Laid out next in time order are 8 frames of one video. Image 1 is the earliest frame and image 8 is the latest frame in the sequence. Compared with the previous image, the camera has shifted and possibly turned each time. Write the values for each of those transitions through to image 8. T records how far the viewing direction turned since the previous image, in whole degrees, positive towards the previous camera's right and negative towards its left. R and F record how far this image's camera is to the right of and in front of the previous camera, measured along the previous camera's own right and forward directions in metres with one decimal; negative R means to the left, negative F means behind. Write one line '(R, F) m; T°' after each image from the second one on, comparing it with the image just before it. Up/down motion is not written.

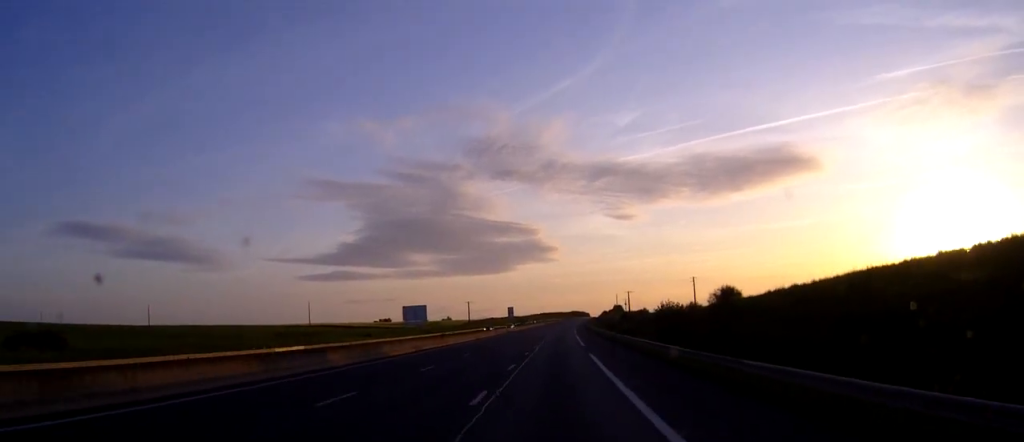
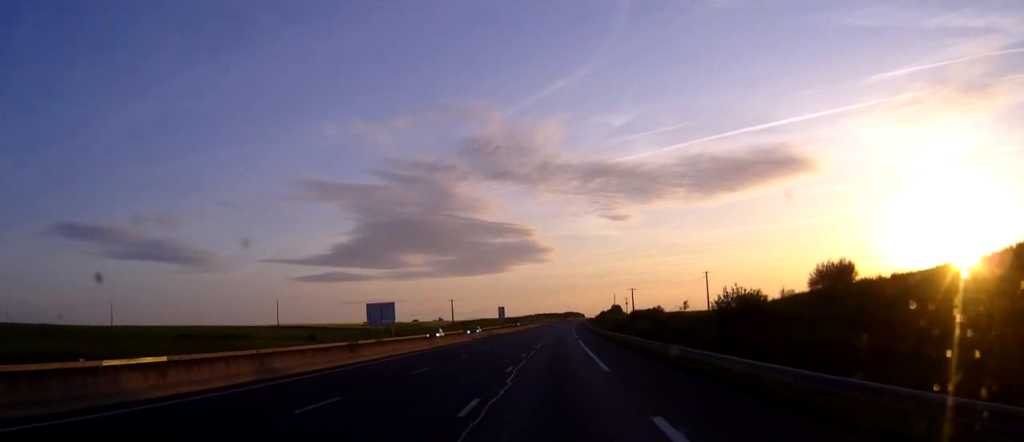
(+0.1, +27.6) m; 0°
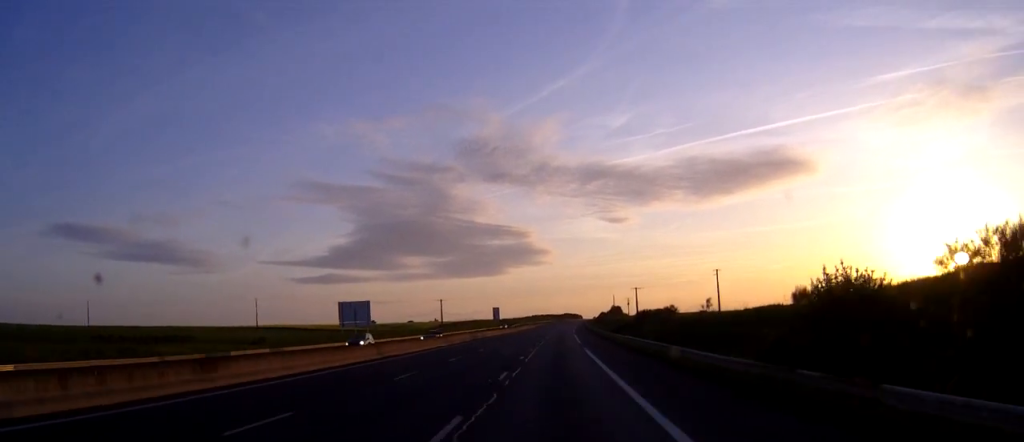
(0.0, +16.5) m; 0°
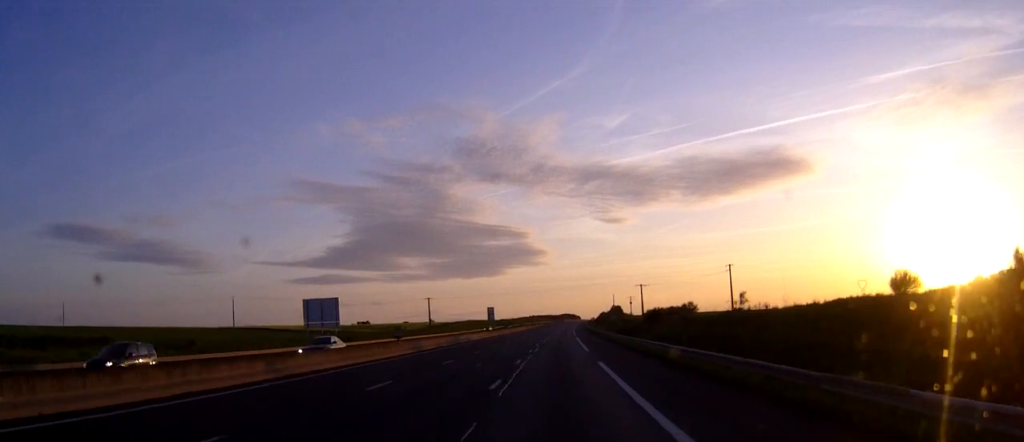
(0.0, +16.6) m; 0°
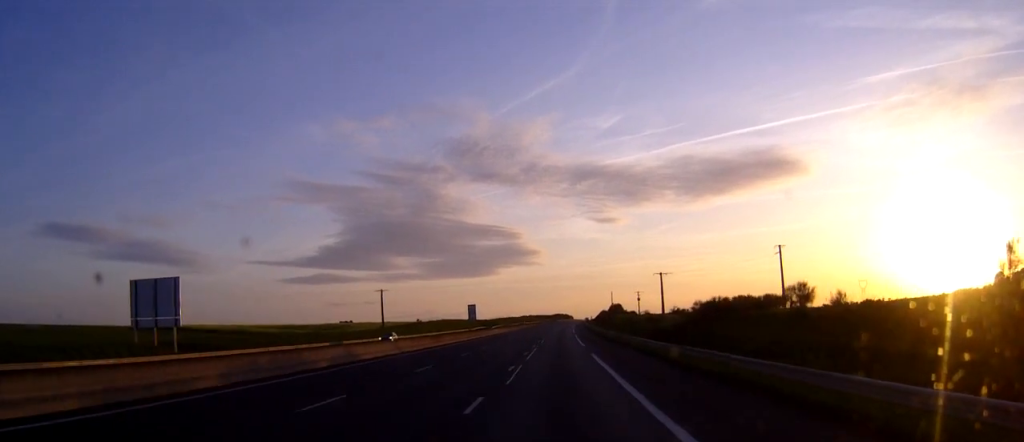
(+0.4, +44.8) m; +1°
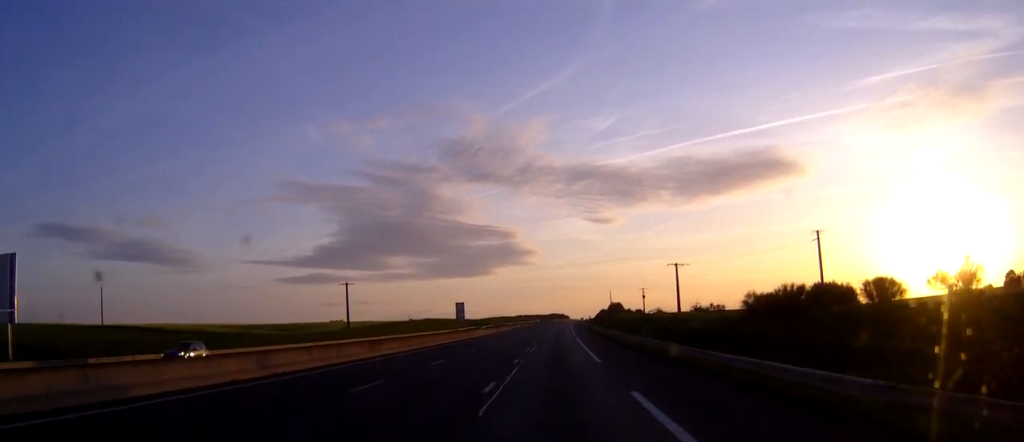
(+0.1, +21.9) m; 0°
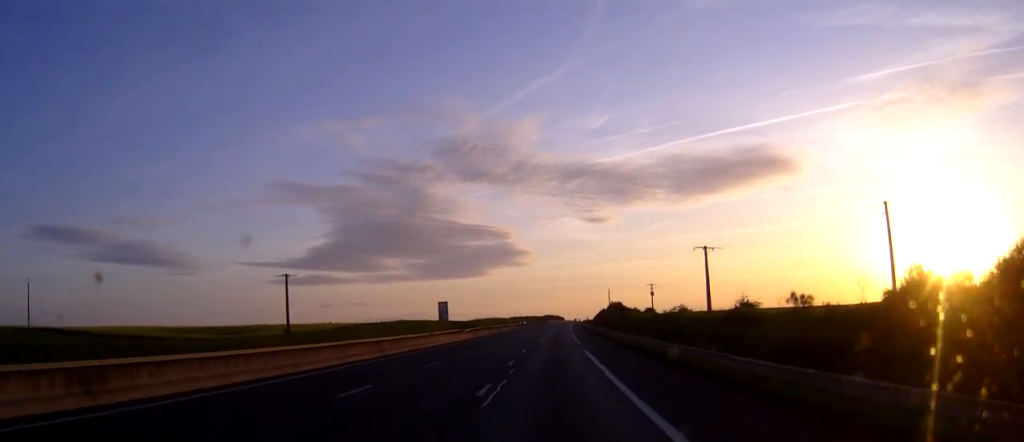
(+0.1, +26.3) m; 0°
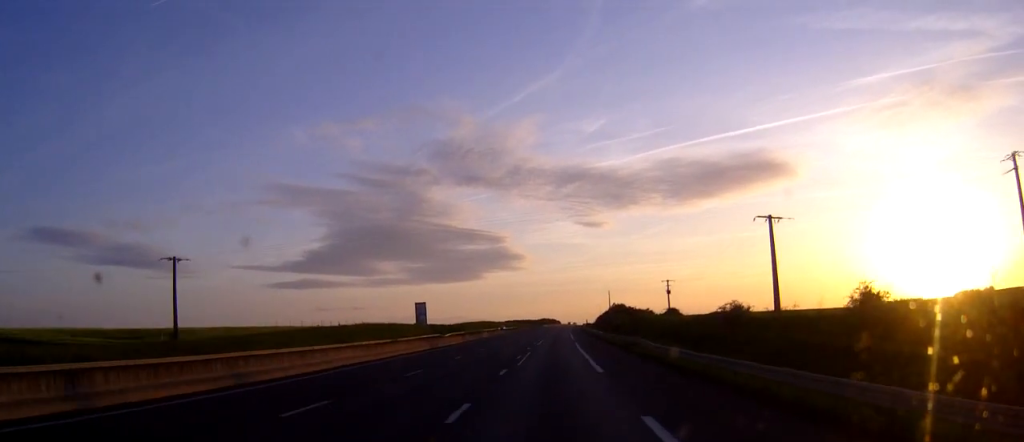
(+0.1, +29.8) m; 0°
